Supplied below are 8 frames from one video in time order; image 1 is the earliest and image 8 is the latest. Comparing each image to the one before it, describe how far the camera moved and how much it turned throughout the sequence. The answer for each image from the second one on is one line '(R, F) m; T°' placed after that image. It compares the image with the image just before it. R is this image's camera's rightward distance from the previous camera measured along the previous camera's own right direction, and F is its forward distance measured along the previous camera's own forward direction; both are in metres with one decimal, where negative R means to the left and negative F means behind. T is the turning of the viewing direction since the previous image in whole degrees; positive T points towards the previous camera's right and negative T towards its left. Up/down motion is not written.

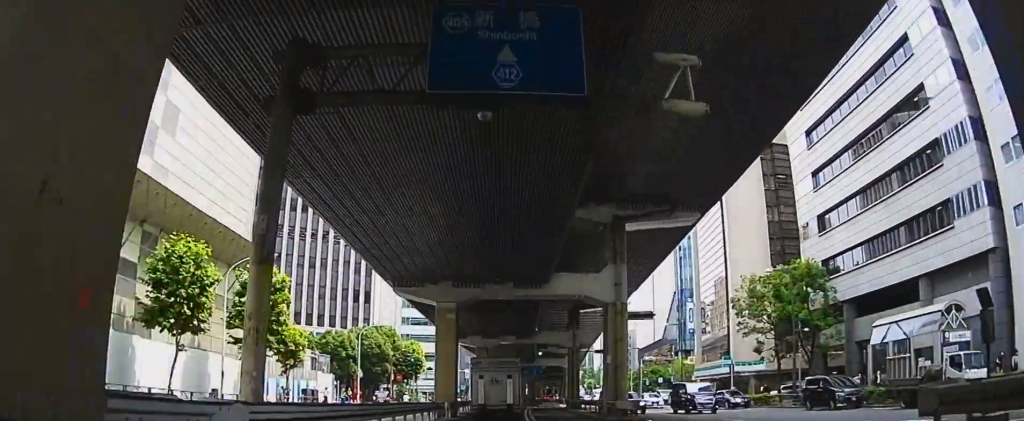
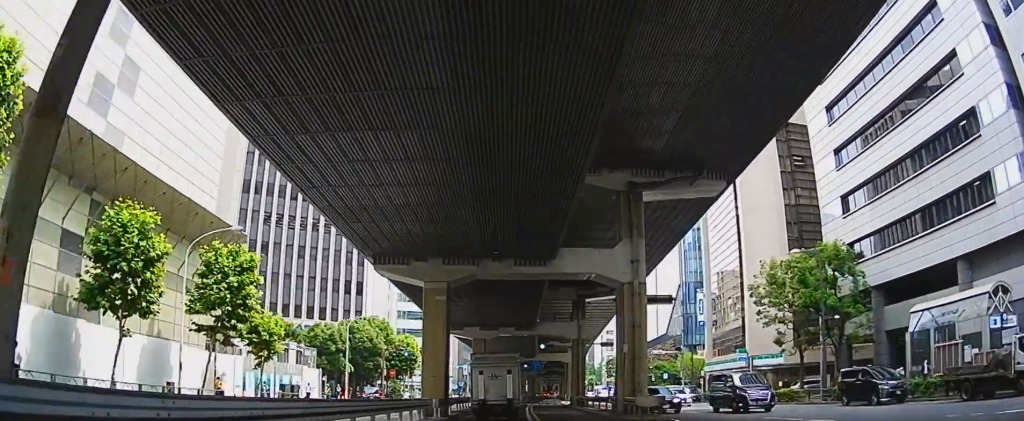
(+0.4, +4.0) m; +1°
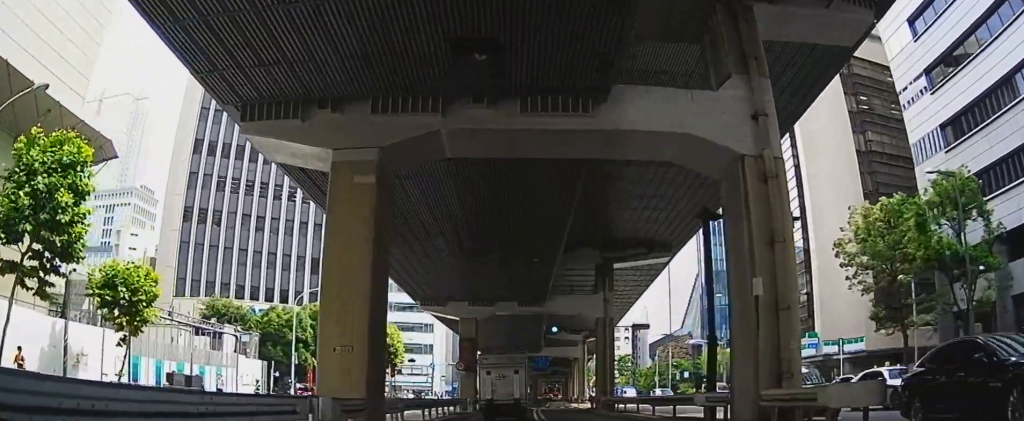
(-1.3, +11.4) m; -11°
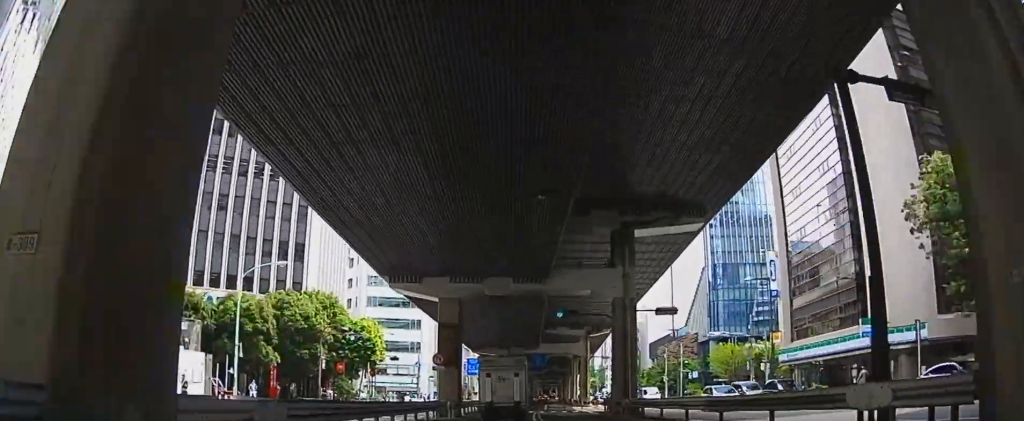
(-0.3, +7.0) m; -4°
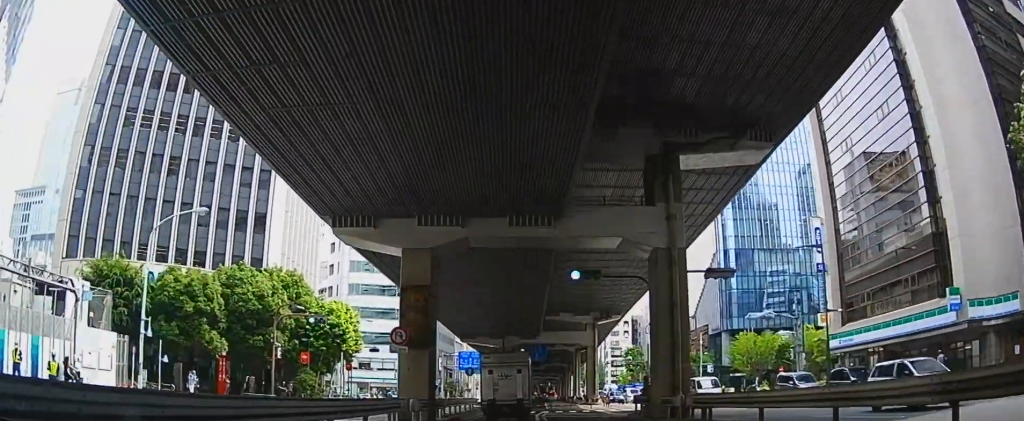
(-0.3, +7.8) m; -2°
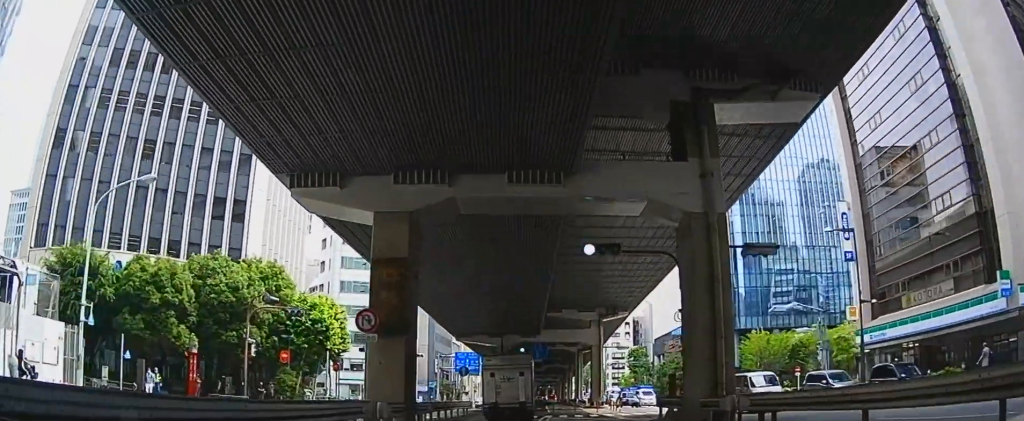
(0.0, +4.0) m; 0°
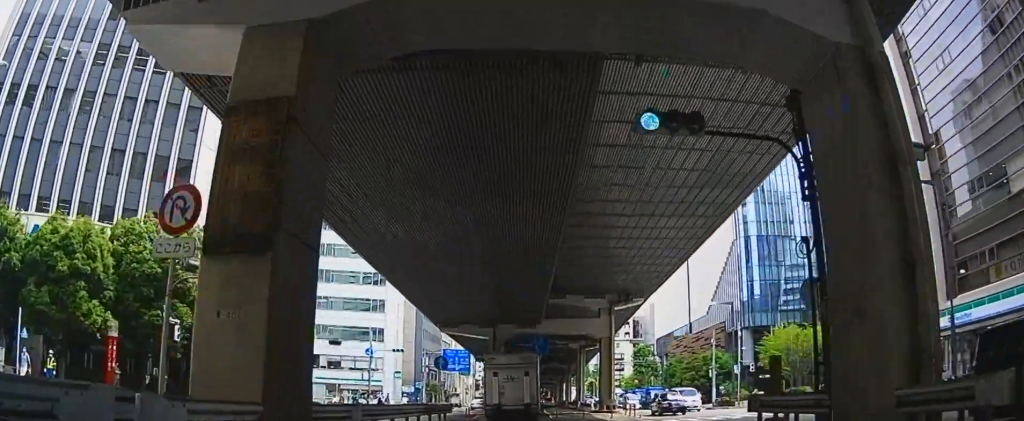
(0.0, +8.8) m; +1°
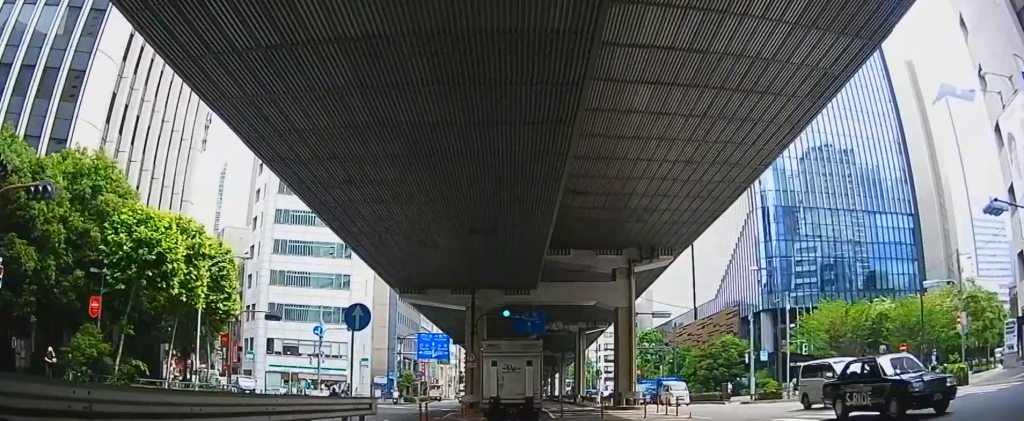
(+0.1, +13.6) m; -1°
